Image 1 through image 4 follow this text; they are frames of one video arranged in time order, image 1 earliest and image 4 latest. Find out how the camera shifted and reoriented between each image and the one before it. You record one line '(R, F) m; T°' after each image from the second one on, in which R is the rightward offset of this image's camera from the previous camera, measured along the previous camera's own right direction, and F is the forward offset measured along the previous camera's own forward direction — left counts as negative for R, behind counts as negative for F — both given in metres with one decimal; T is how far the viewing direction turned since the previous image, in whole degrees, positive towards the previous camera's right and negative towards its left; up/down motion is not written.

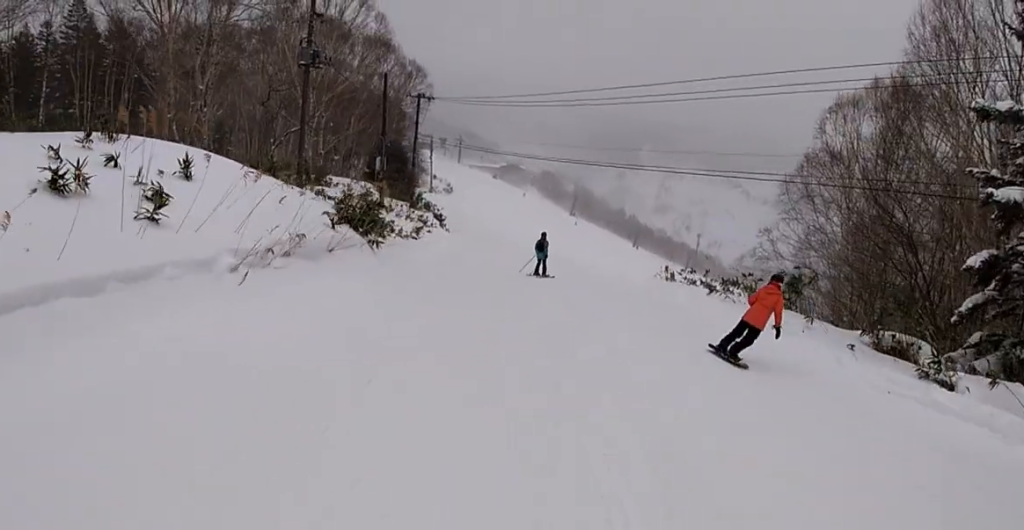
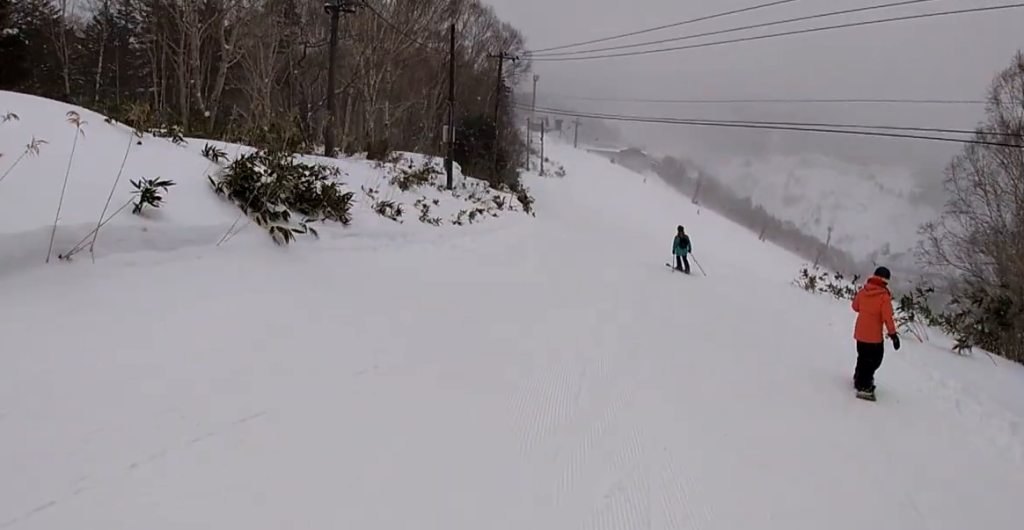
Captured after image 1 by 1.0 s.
(+0.3, +6.6) m; 0°
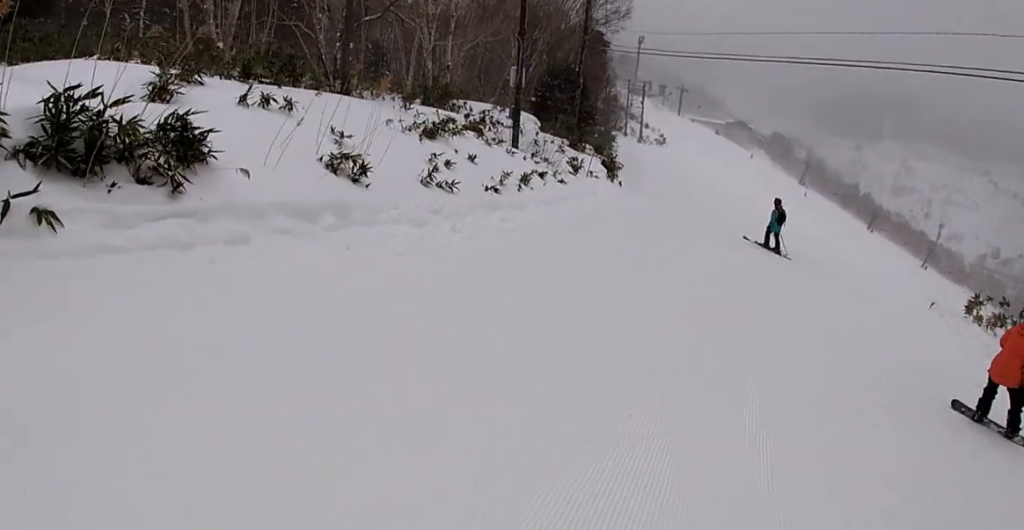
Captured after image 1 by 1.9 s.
(-0.2, +5.8) m; -8°
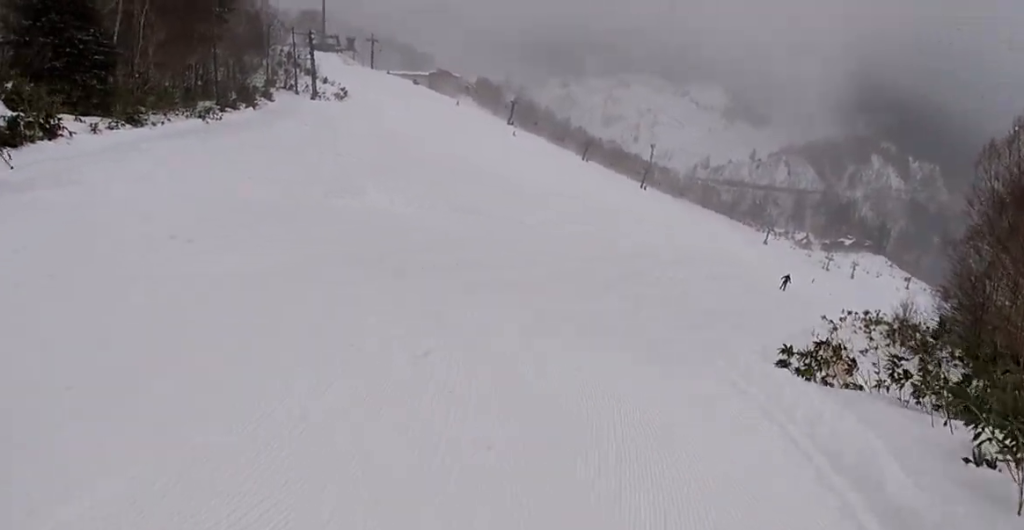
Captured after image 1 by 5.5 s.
(+6.4, +16.7) m; +24°
